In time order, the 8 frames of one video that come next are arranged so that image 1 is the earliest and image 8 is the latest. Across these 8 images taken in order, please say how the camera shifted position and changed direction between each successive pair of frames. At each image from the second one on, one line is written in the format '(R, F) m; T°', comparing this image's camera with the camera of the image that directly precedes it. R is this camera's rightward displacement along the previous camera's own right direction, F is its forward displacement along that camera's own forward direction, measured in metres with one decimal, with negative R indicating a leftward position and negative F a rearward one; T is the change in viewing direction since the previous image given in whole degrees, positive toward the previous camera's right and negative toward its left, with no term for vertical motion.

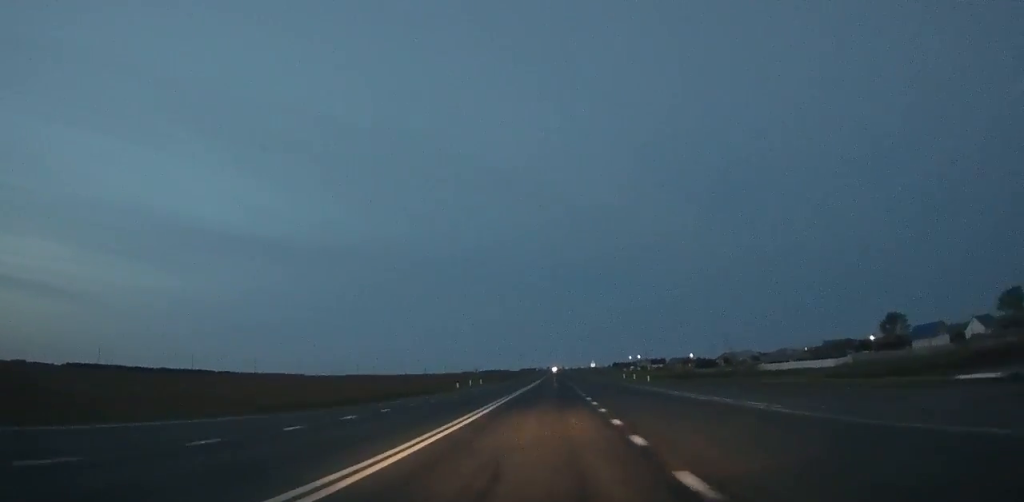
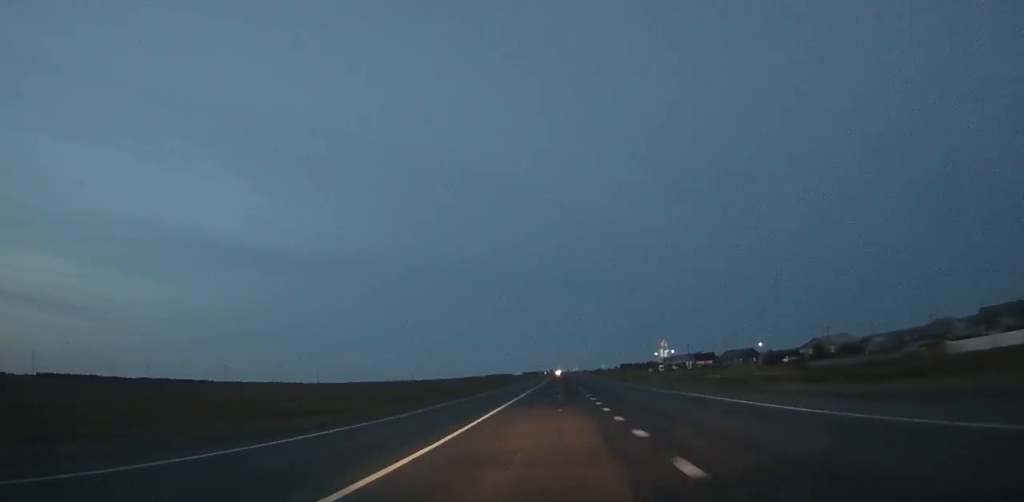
(+0.2, +87.3) m; 0°
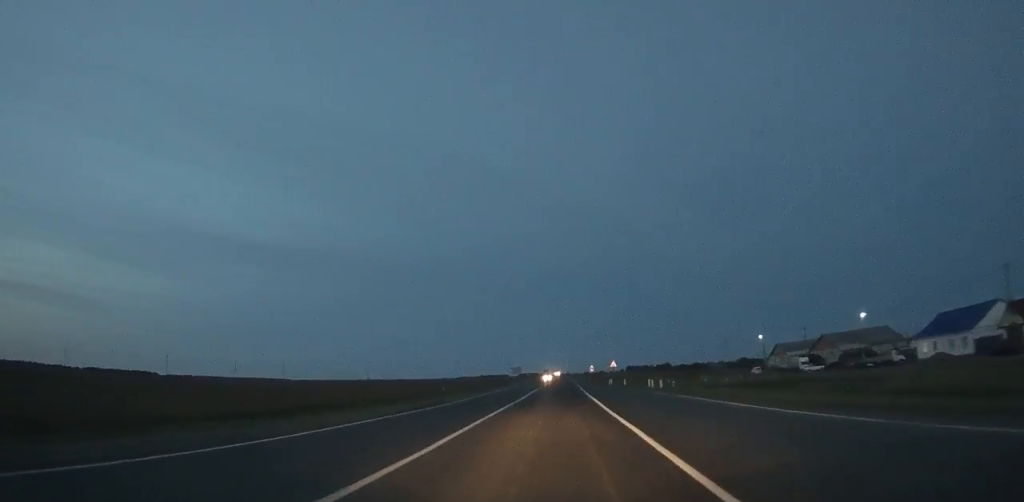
(+0.2, +156.1) m; 0°
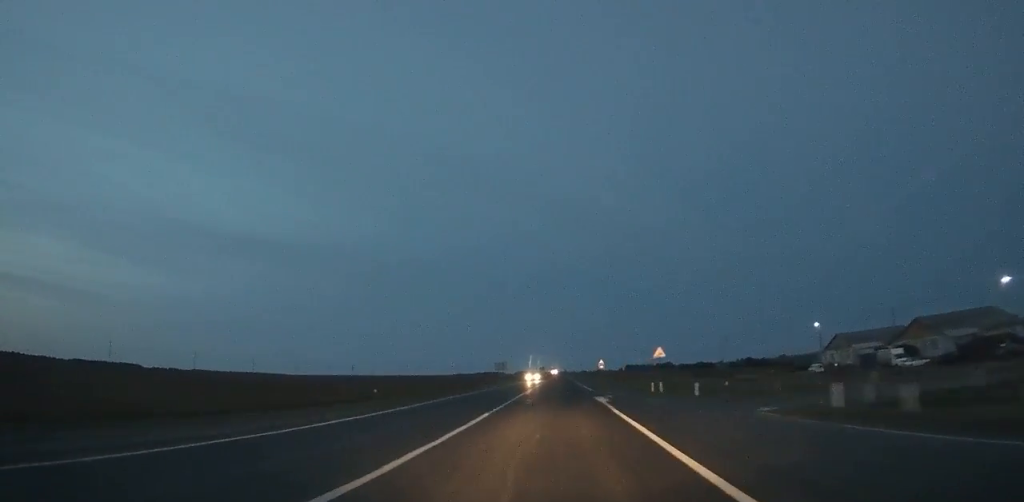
(0.0, +34.2) m; 0°
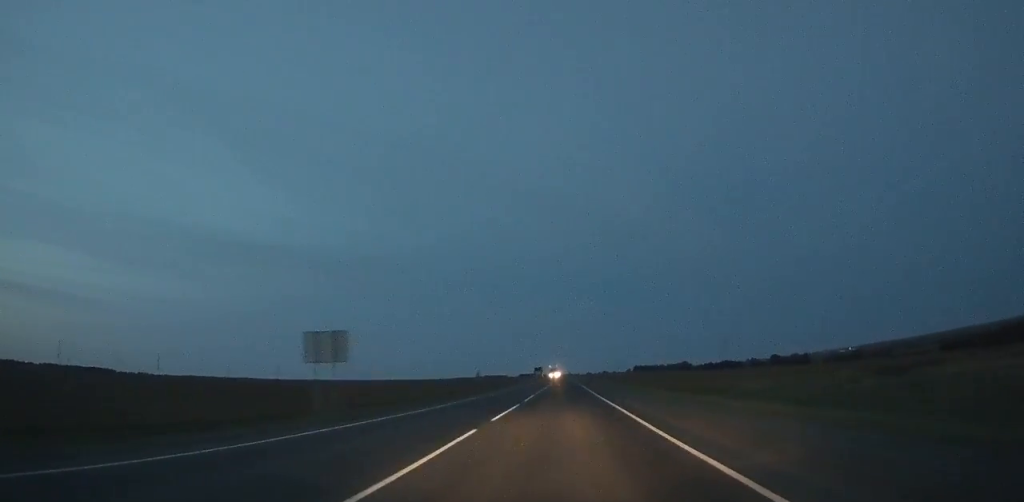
(+0.2, +86.0) m; 0°
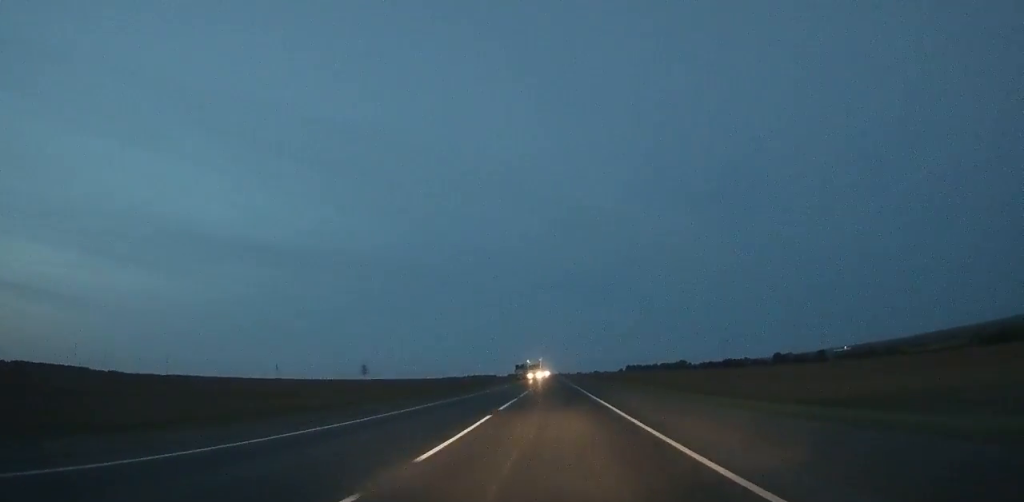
(0.0, +42.9) m; 0°
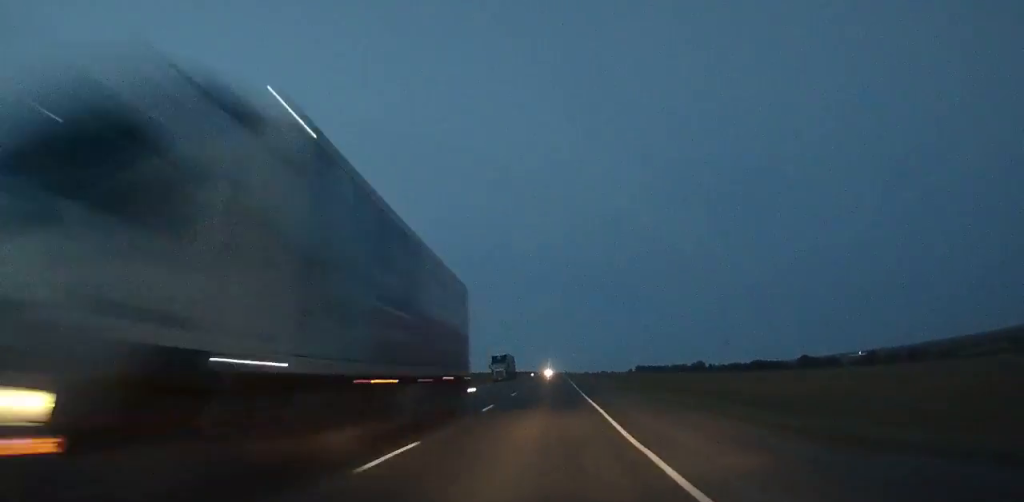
(-0.1, +61.3) m; 0°
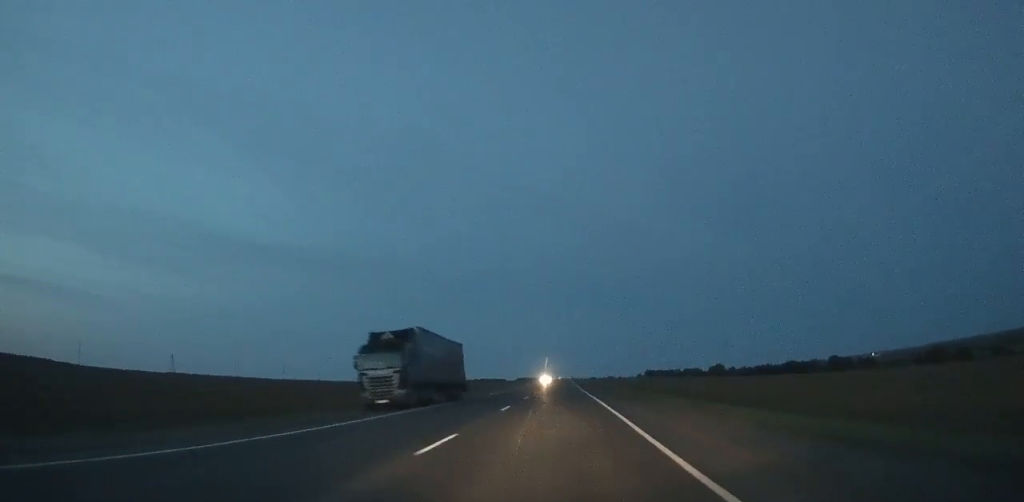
(-0.1, +57.4) m; 0°
